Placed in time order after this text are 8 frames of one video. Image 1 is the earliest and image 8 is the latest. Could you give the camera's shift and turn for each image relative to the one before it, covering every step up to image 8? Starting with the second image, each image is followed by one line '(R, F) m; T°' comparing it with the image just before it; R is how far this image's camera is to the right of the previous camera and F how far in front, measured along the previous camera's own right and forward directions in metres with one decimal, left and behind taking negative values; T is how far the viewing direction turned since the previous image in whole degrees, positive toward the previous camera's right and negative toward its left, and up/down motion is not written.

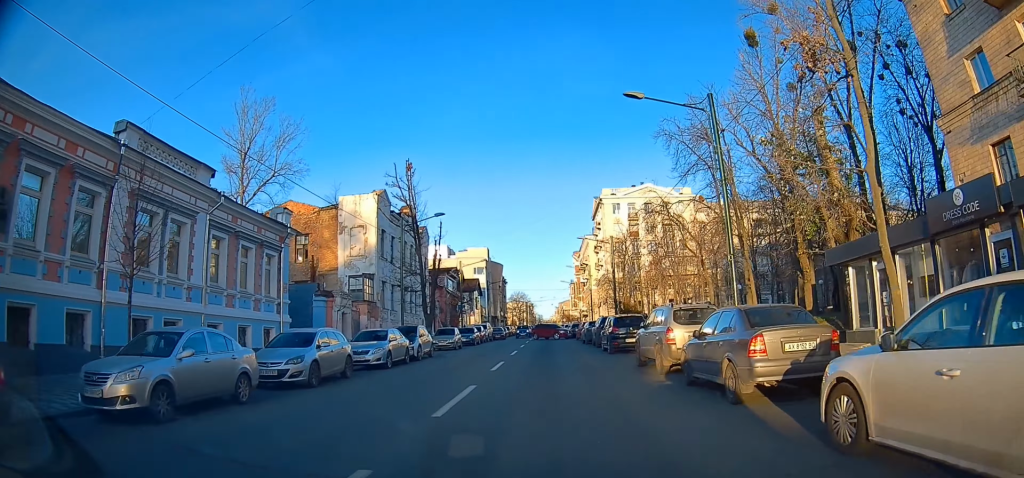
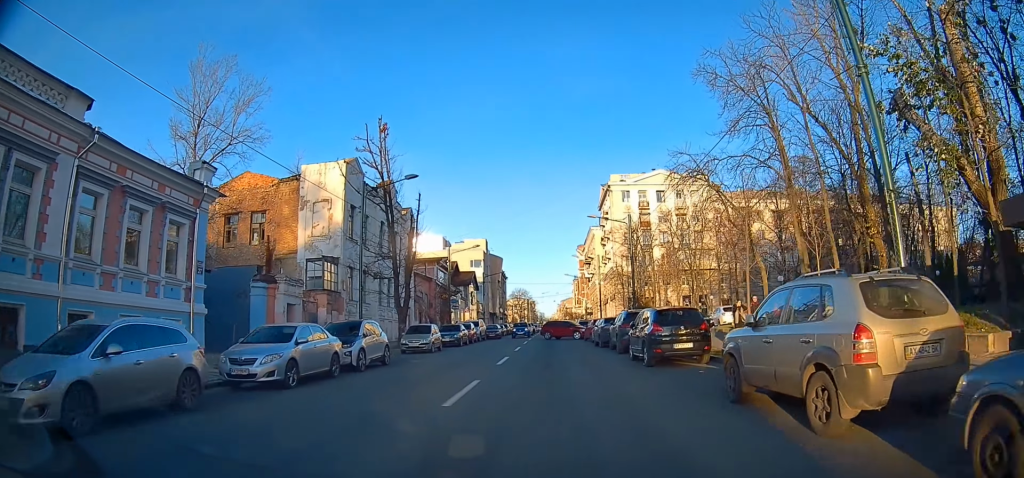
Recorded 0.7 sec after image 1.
(0.0, +8.1) m; 0°
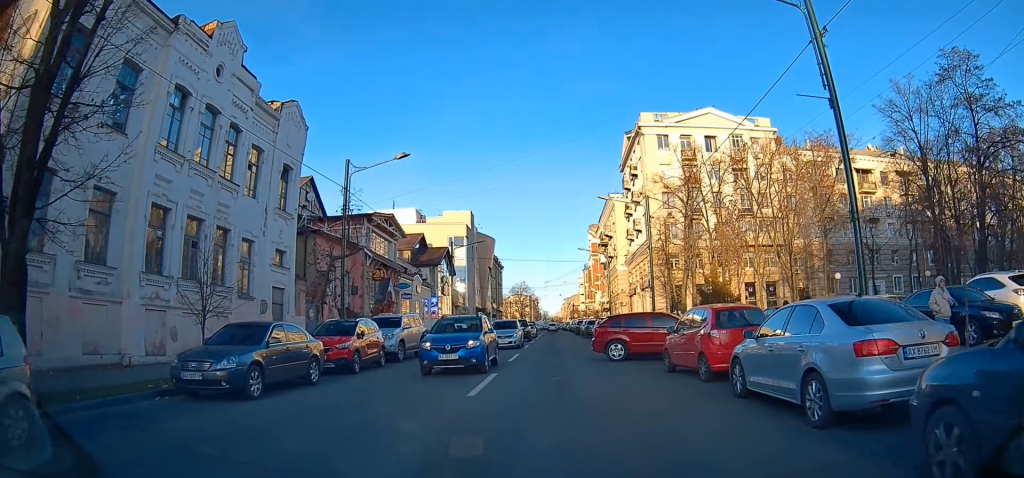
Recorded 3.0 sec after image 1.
(+0.4, +27.3) m; +1°
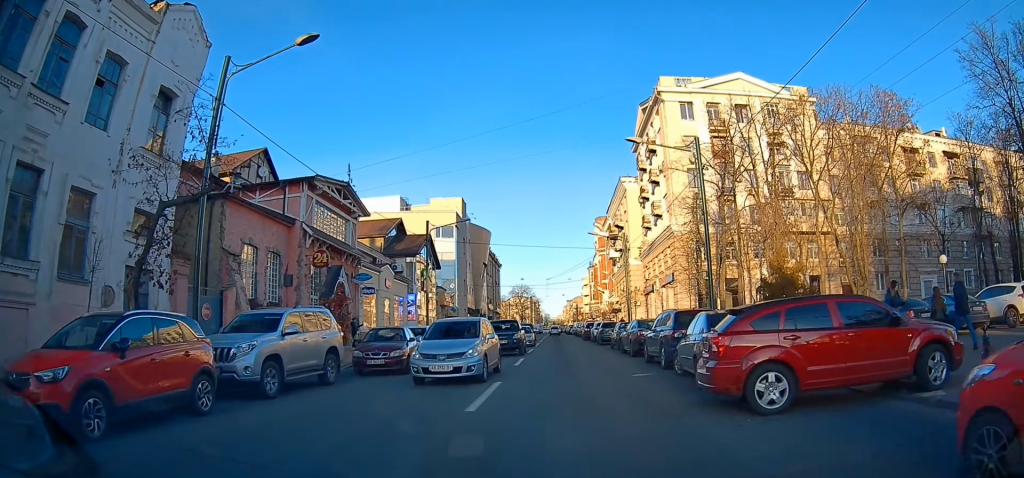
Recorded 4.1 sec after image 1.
(-0.1, +10.7) m; 0°
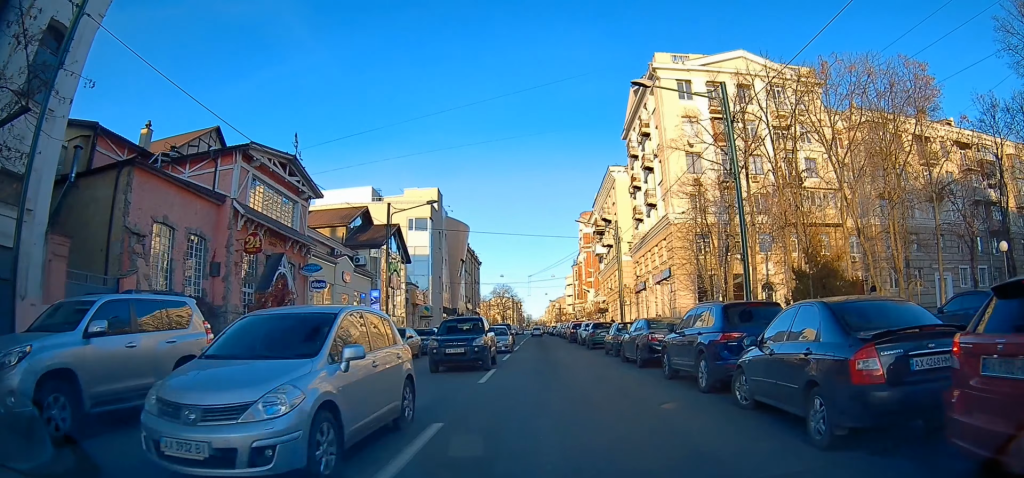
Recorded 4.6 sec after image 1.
(+0.1, +5.3) m; -1°
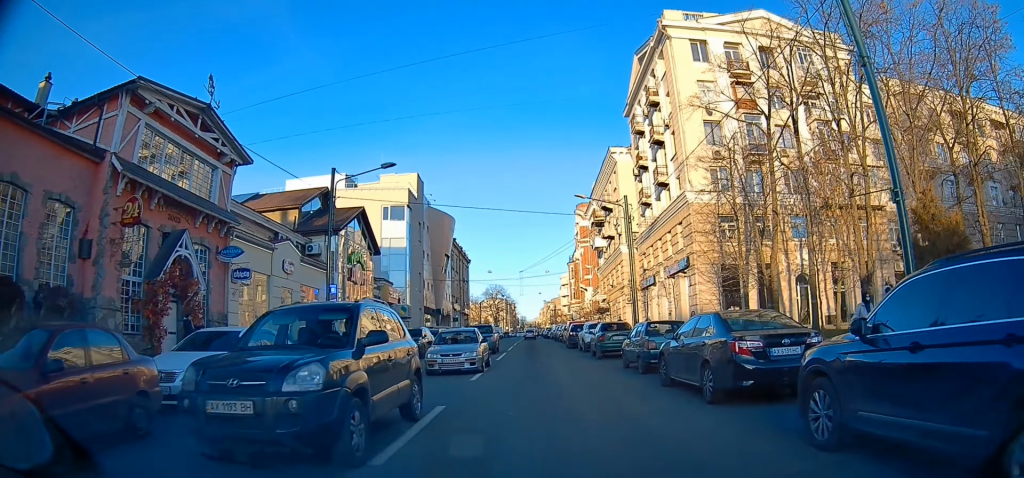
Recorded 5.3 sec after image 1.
(0.0, +7.2) m; -1°
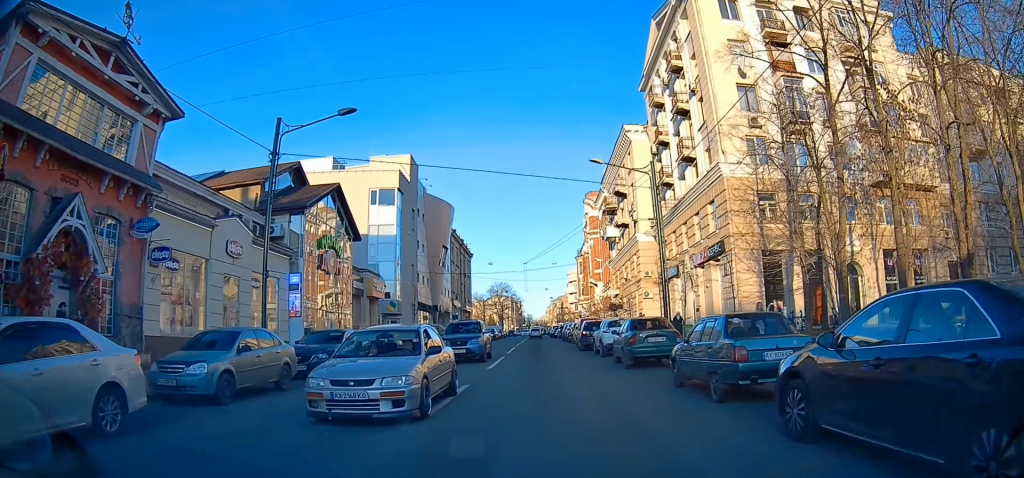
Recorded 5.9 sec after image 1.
(-0.1, +5.6) m; -1°
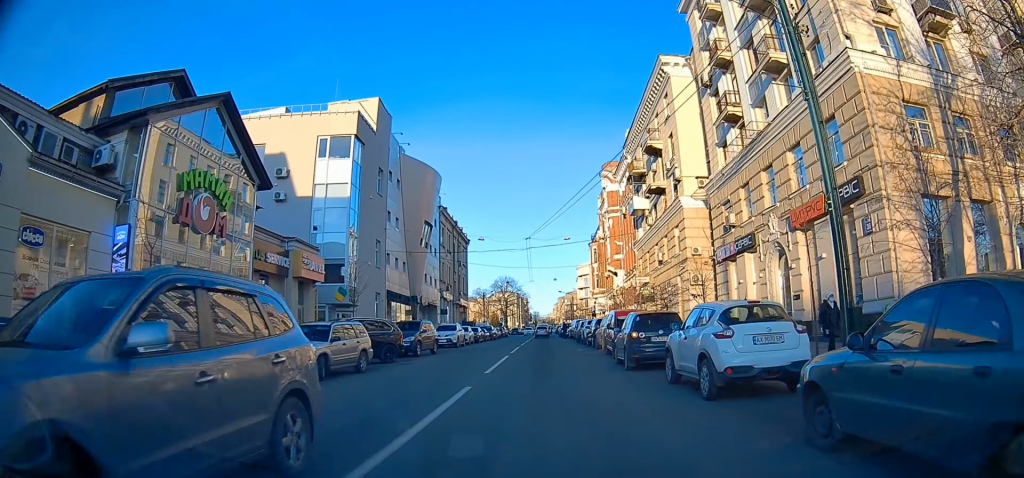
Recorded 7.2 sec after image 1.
(+0.1, +13.3) m; +3°
